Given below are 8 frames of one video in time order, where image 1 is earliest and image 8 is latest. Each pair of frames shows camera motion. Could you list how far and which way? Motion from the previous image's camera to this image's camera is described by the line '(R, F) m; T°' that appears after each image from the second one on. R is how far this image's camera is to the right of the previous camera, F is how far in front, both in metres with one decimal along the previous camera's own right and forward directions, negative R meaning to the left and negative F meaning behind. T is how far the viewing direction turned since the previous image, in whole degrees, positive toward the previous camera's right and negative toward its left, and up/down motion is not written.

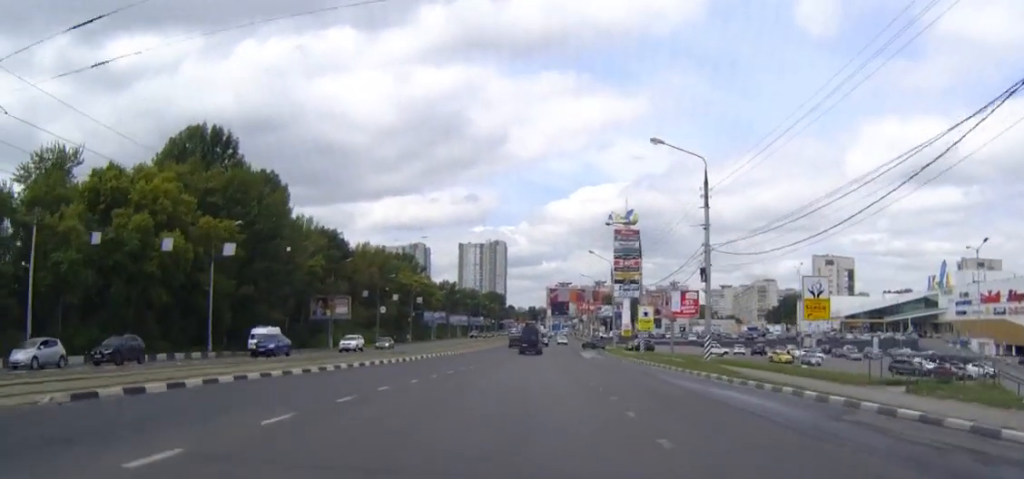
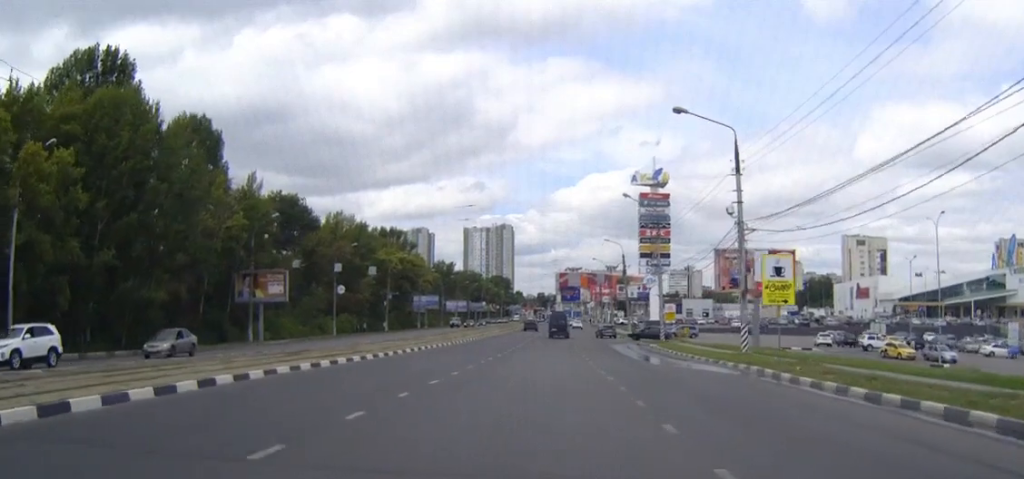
(-0.3, +34.5) m; -1°
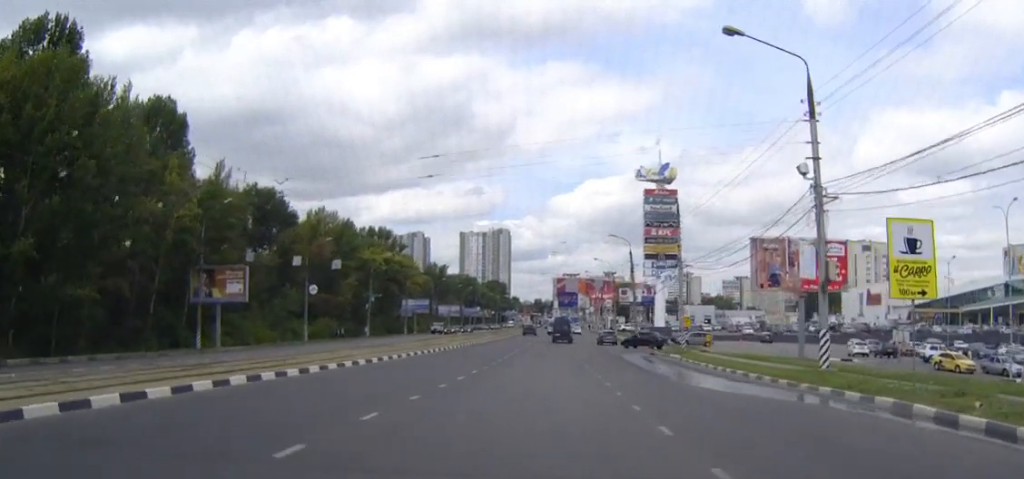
(0.0, +11.9) m; 0°
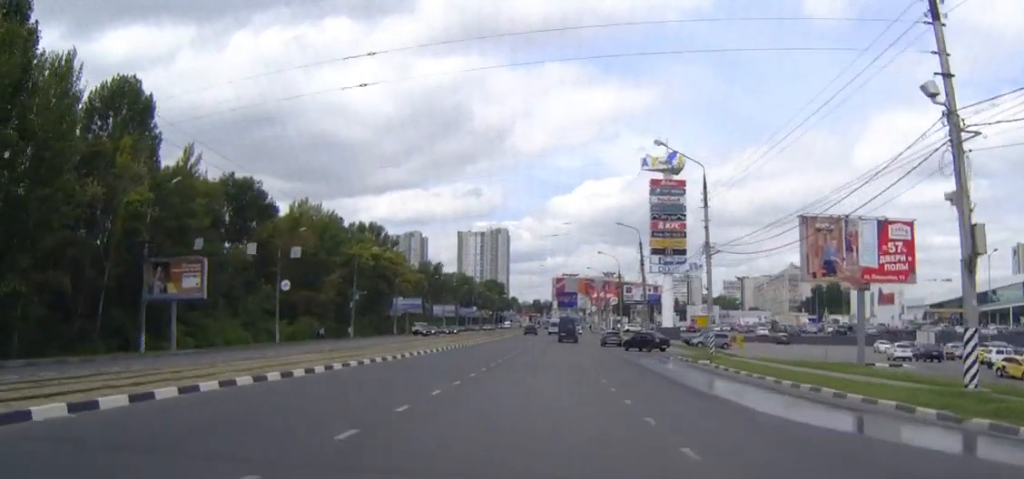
(0.0, +10.1) m; 0°
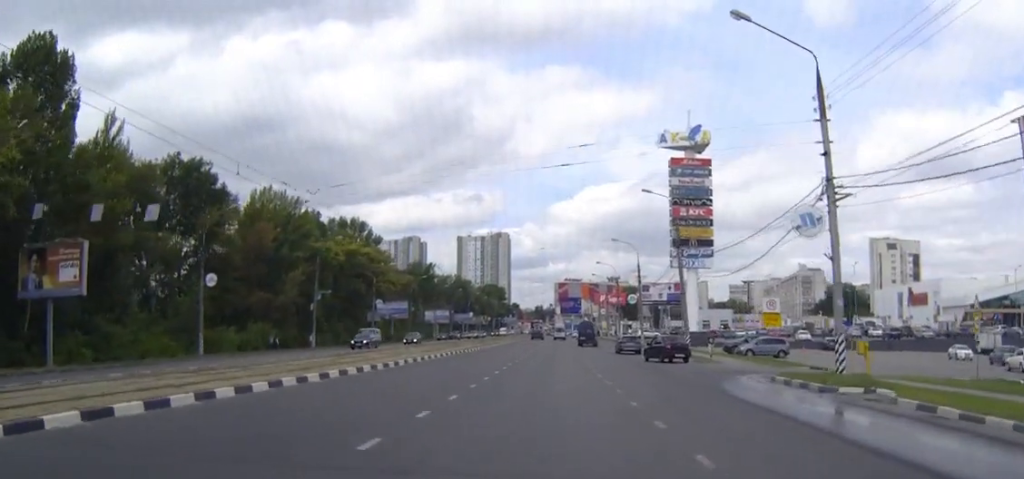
(0.0, +20.1) m; 0°
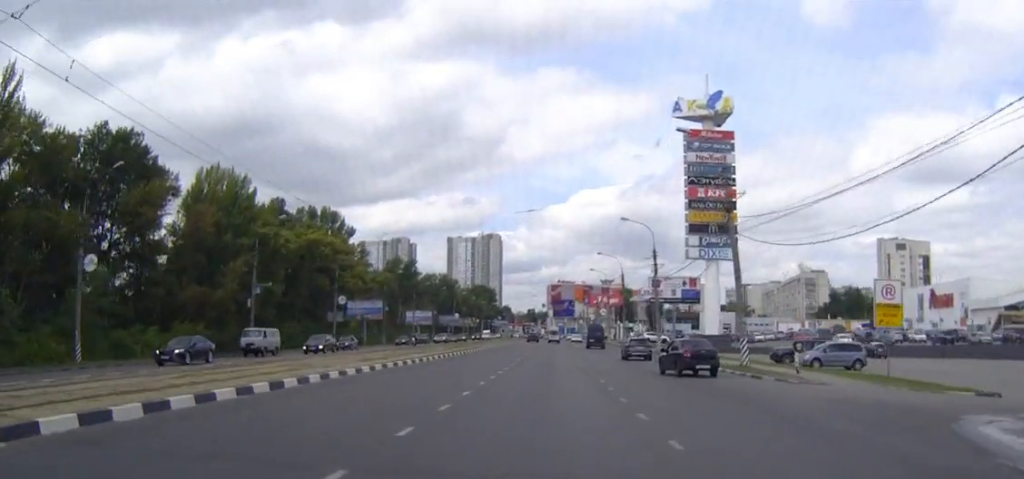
(+0.1, +18.0) m; +1°
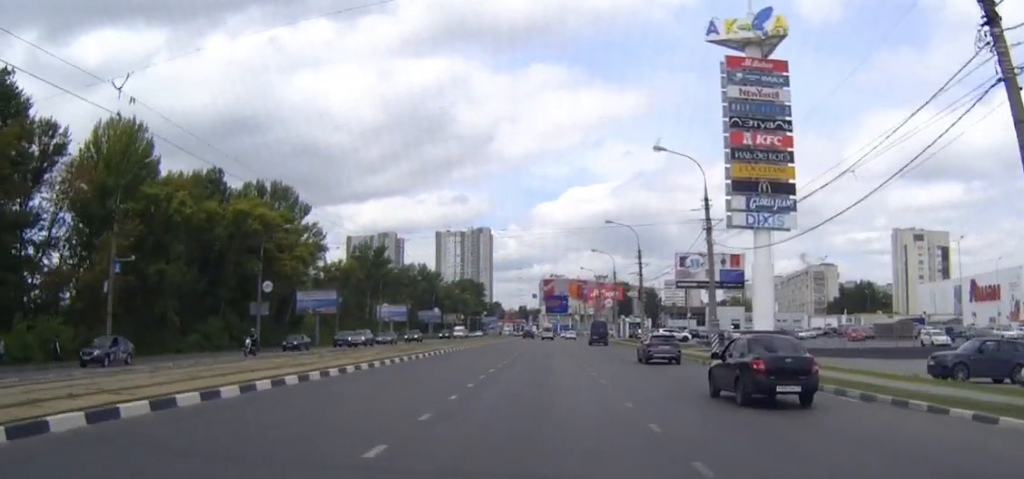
(+0.2, +25.6) m; 0°
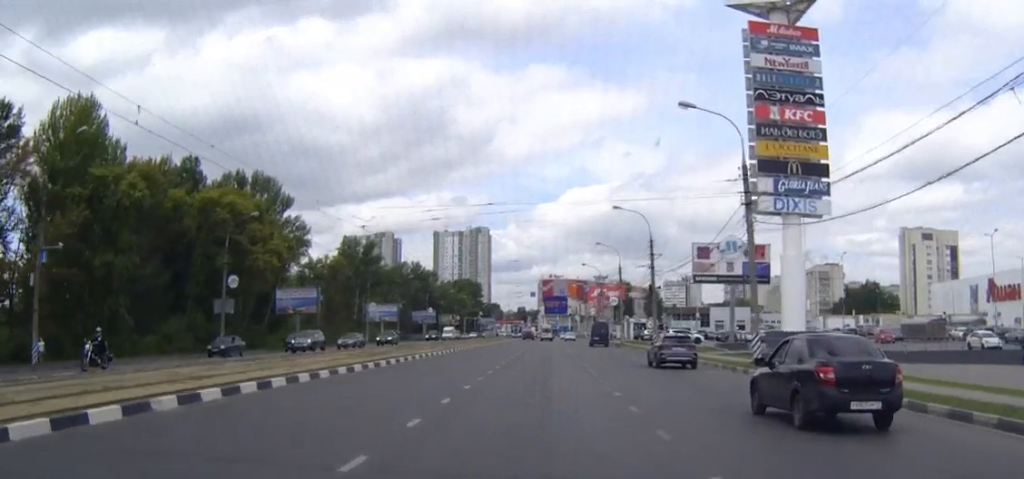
(0.0, +8.9) m; 0°
